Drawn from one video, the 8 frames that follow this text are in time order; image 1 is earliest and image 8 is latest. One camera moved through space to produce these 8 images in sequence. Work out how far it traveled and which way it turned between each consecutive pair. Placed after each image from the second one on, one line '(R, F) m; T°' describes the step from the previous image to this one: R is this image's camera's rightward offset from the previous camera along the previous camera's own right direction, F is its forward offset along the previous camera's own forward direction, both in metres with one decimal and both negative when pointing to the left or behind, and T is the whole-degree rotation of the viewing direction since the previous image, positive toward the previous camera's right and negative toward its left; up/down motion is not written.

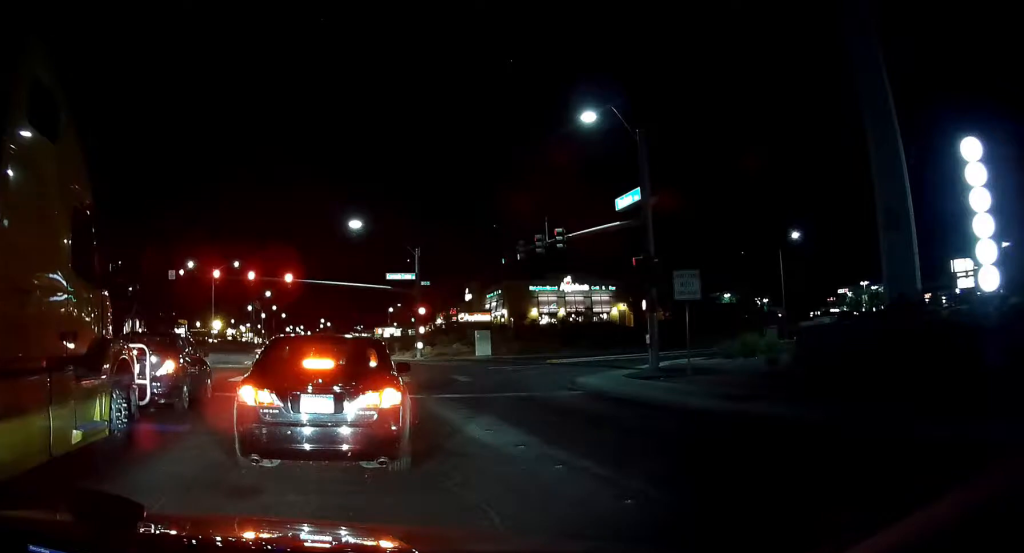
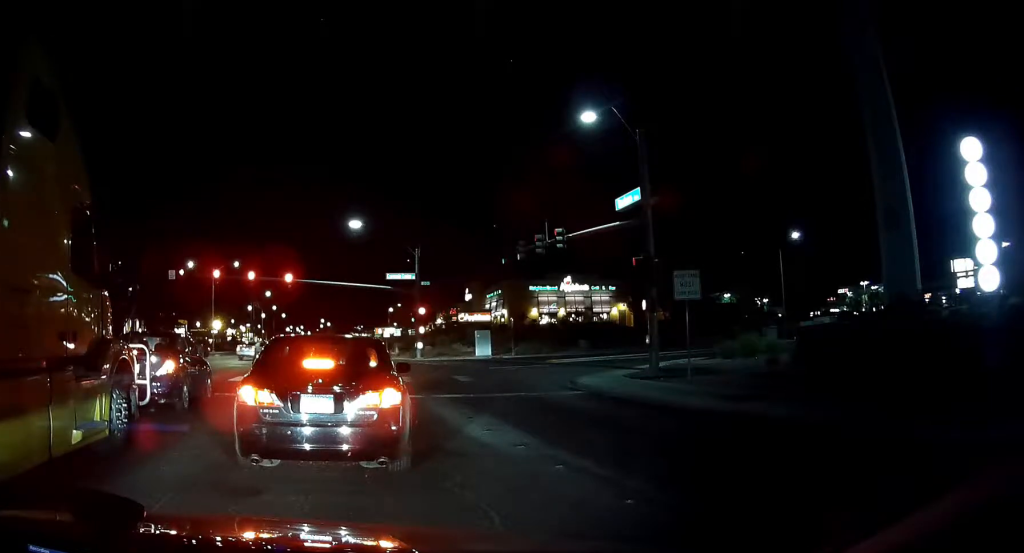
(0.0, +0.1) m; 0°
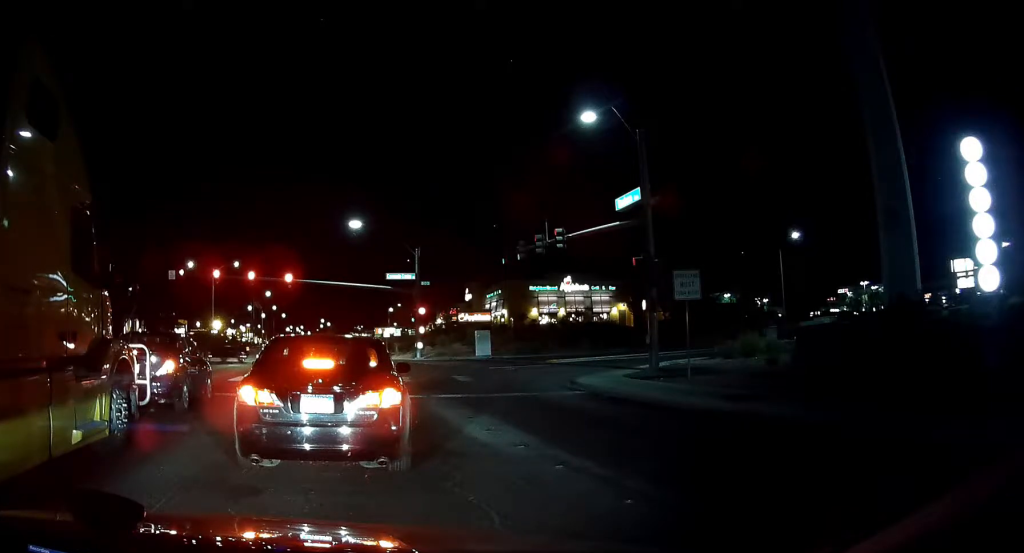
(0.0, 0.0) m; 0°
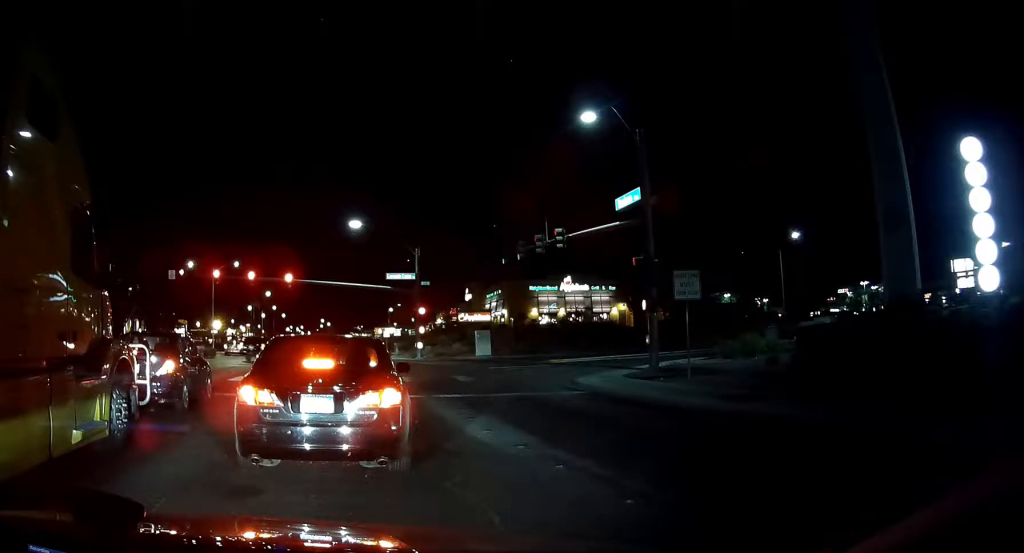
(0.0, 0.0) m; 0°
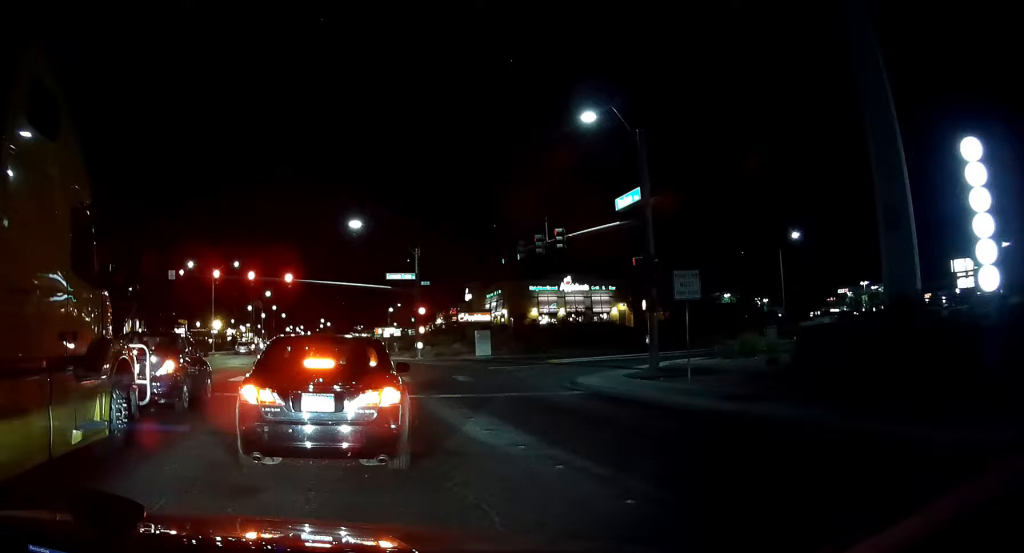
(0.0, 0.0) m; 0°
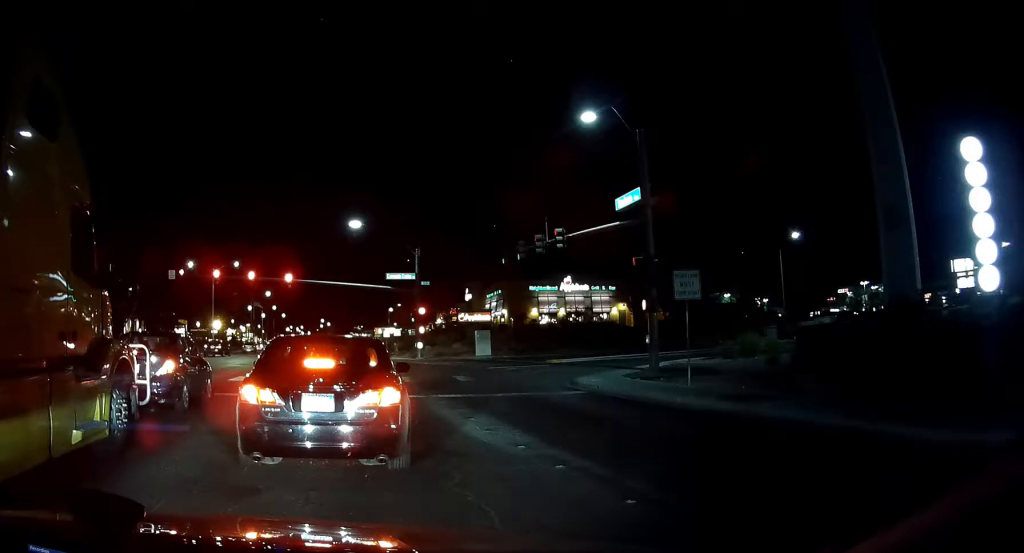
(0.0, 0.0) m; 0°
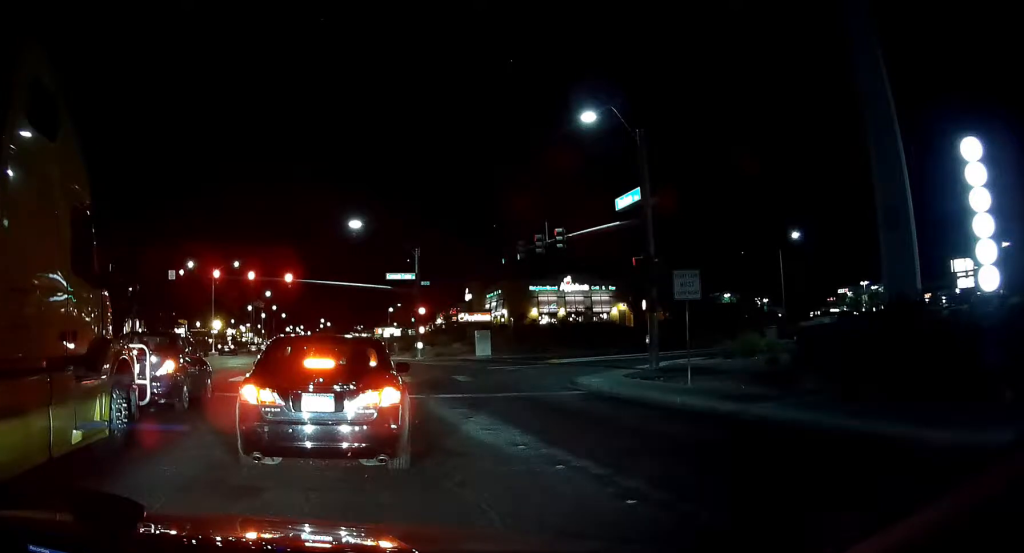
(0.0, 0.0) m; 0°
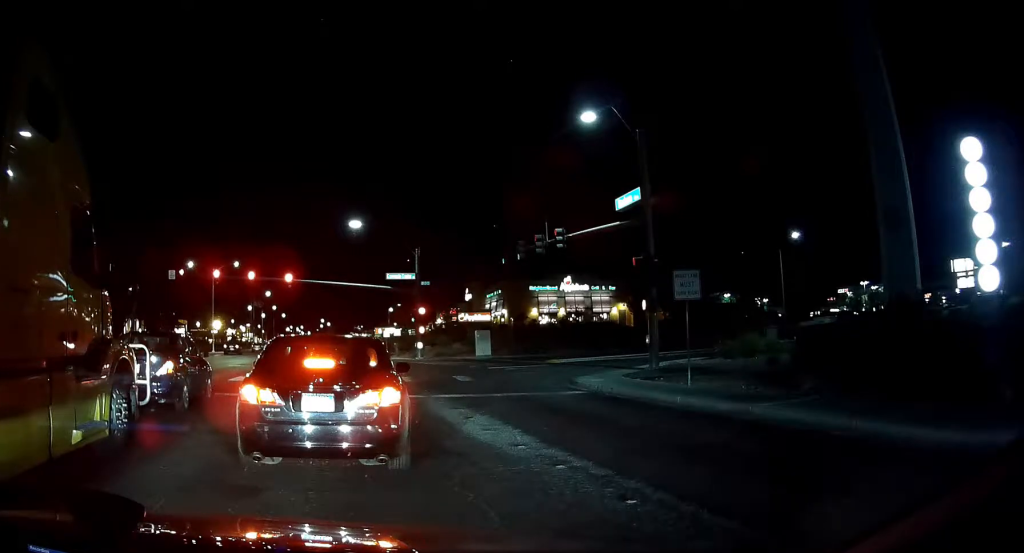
(0.0, 0.0) m; 0°
